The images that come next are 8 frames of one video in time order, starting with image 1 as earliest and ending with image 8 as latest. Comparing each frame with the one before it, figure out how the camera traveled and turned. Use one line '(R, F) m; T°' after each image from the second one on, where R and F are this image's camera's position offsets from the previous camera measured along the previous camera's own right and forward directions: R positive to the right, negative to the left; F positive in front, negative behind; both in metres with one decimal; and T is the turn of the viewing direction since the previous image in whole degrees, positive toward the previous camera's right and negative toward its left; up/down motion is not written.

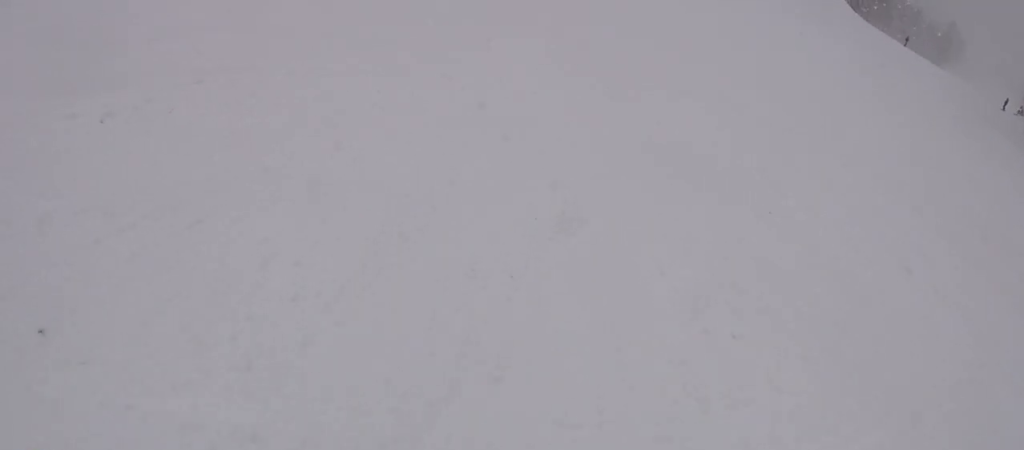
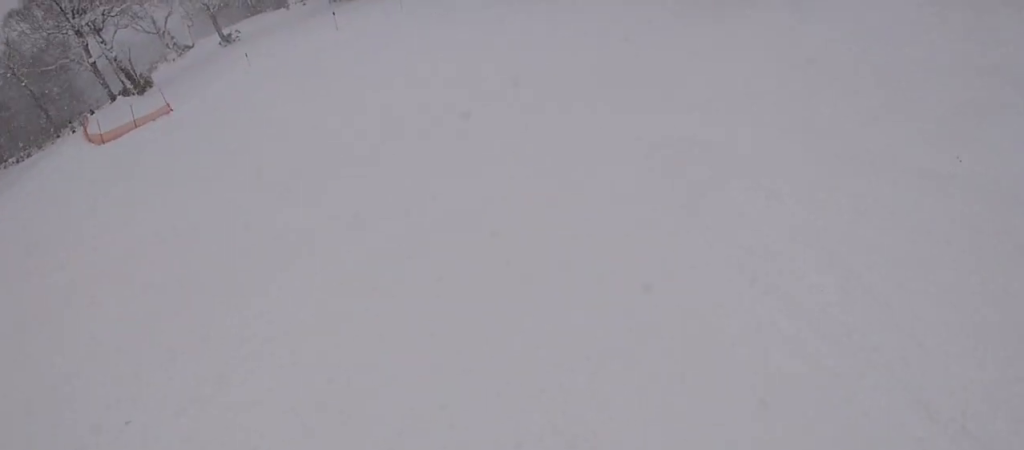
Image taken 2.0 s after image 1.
(-0.3, +9.7) m; +31°
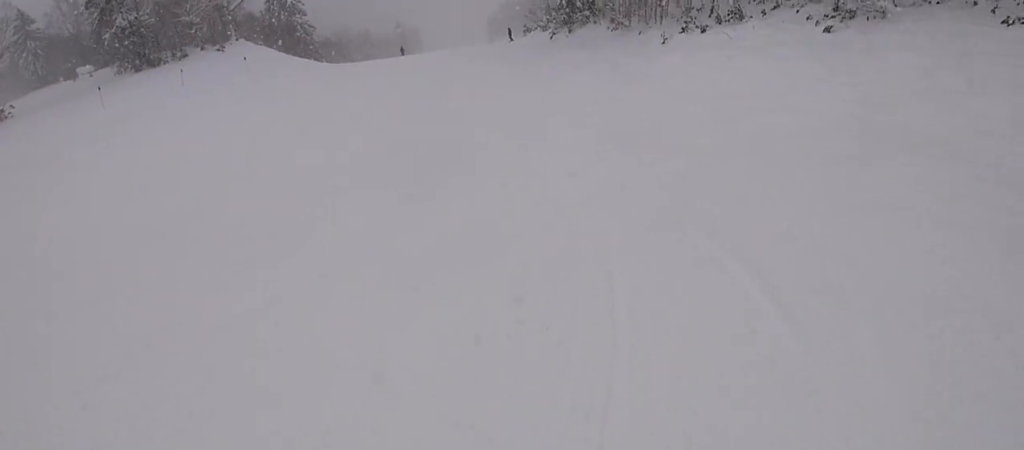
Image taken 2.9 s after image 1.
(+2.1, +5.7) m; +14°
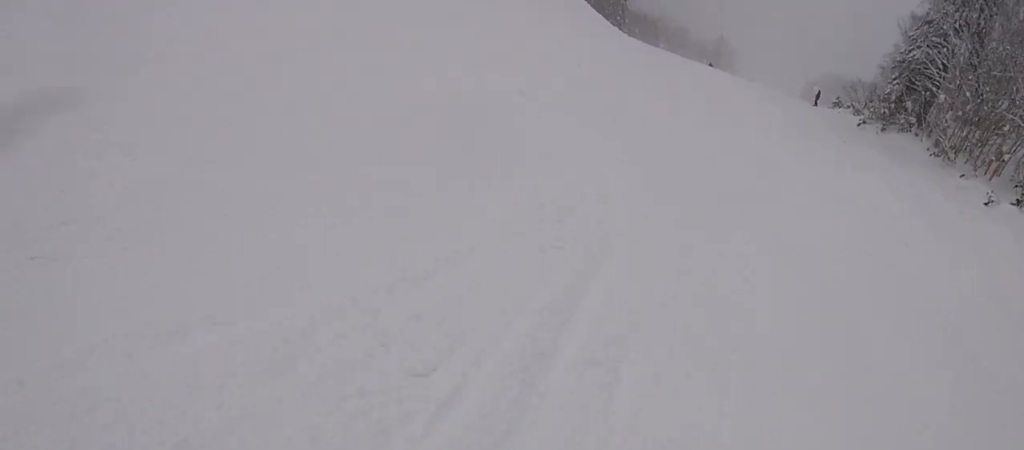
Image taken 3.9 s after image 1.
(-0.8, +7.4) m; -16°
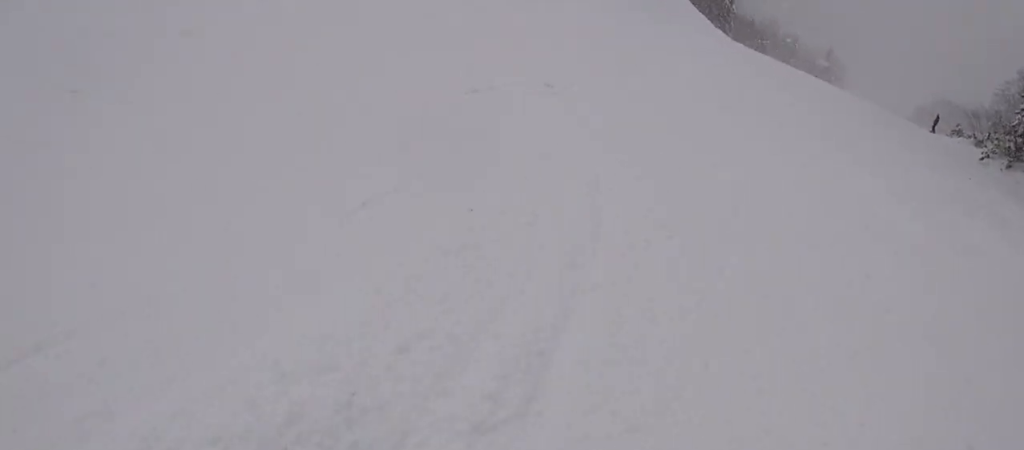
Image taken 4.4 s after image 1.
(-0.3, +3.4) m; -10°
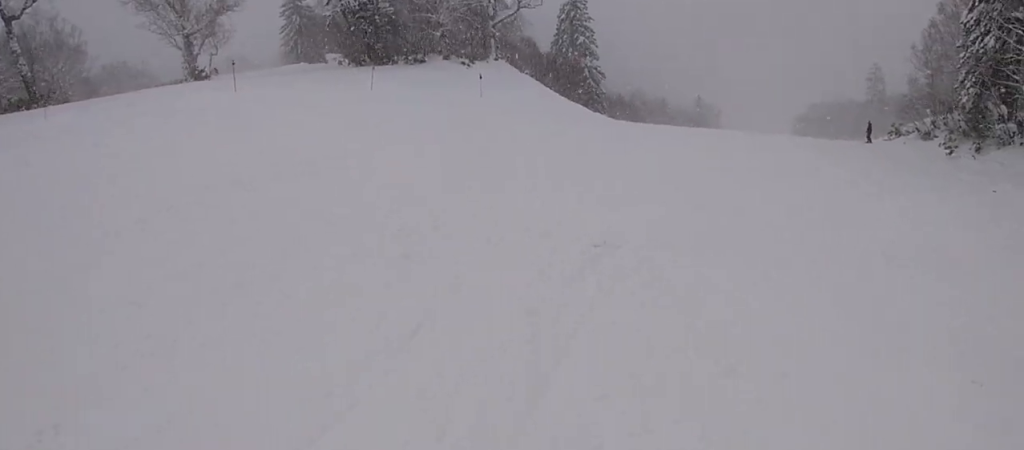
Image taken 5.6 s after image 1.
(-2.0, +8.6) m; +2°
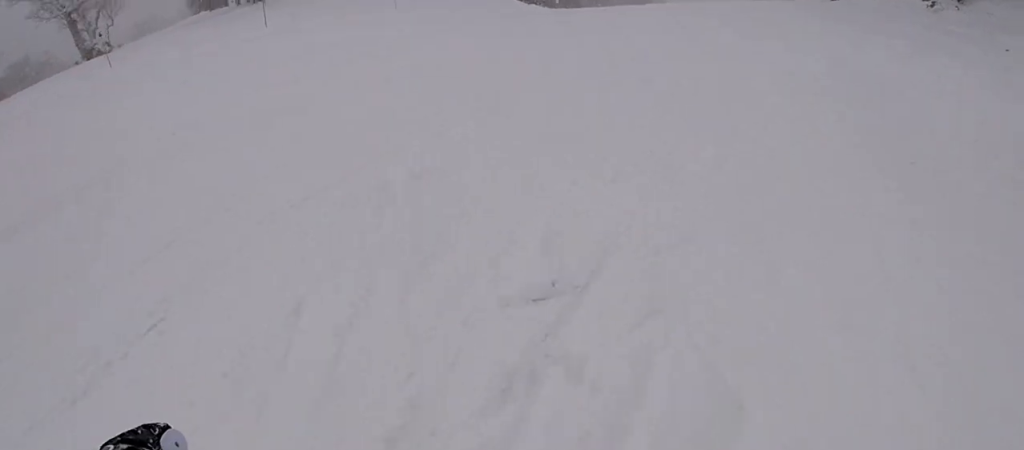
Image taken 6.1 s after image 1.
(+0.5, +3.0) m; +8°
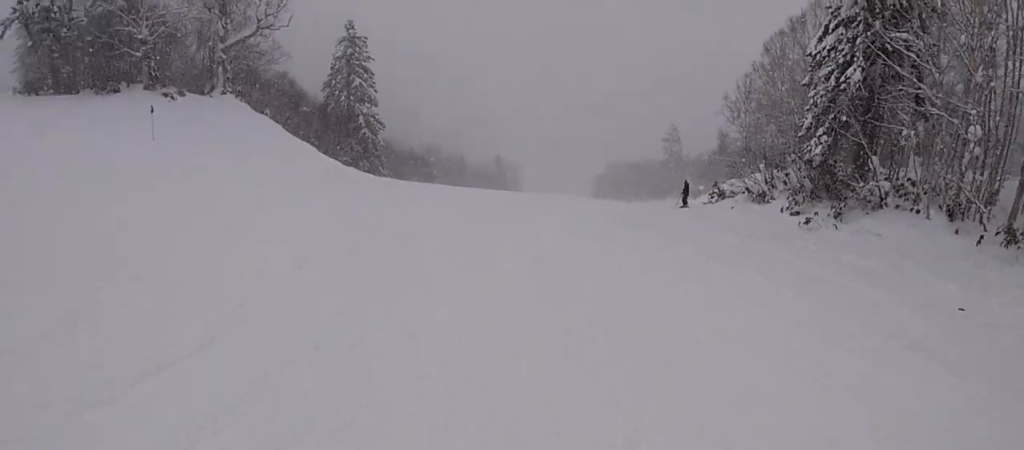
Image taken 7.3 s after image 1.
(+2.8, +9.2) m; +9°
